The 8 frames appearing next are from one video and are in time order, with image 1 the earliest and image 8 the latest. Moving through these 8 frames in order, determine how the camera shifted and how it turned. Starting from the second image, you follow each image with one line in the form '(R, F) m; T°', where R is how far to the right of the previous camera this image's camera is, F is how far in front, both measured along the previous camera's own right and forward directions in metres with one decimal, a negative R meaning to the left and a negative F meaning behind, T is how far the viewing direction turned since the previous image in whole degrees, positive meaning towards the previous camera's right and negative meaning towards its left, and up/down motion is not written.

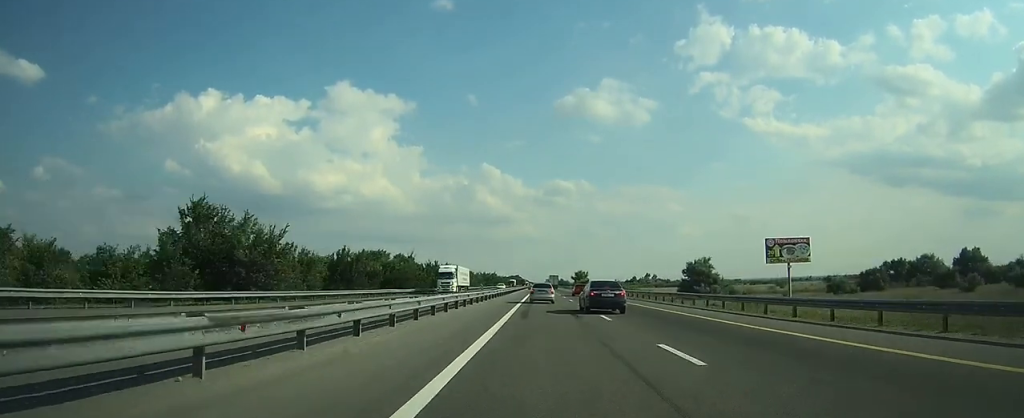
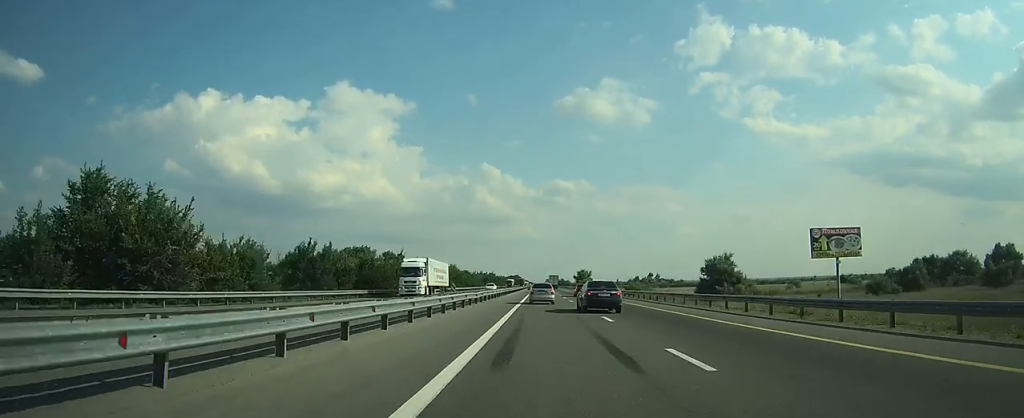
(0.0, +12.8) m; 0°
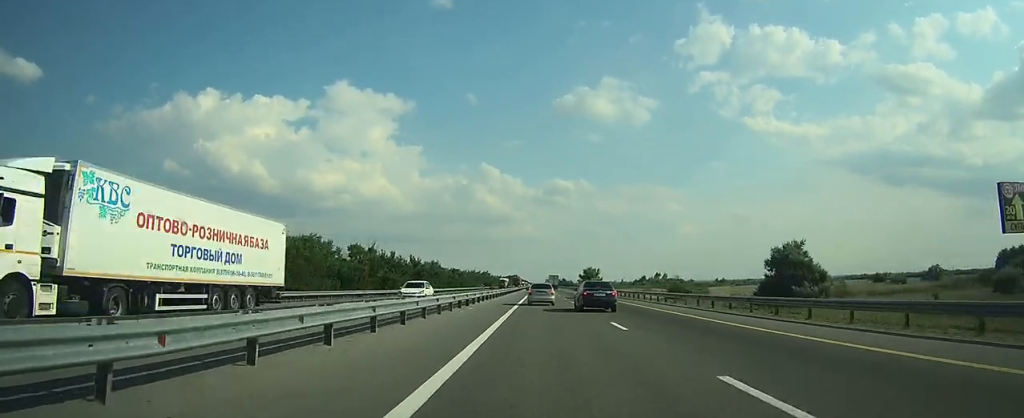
(0.0, +28.3) m; 0°
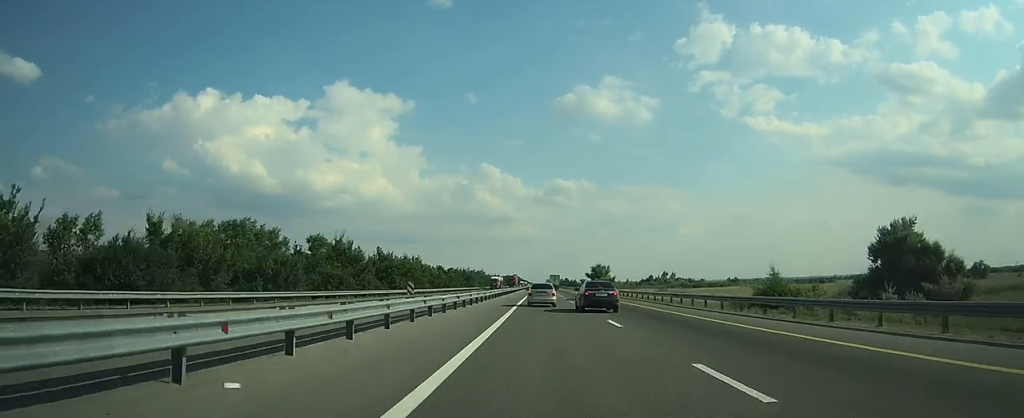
(0.0, +23.3) m; 0°
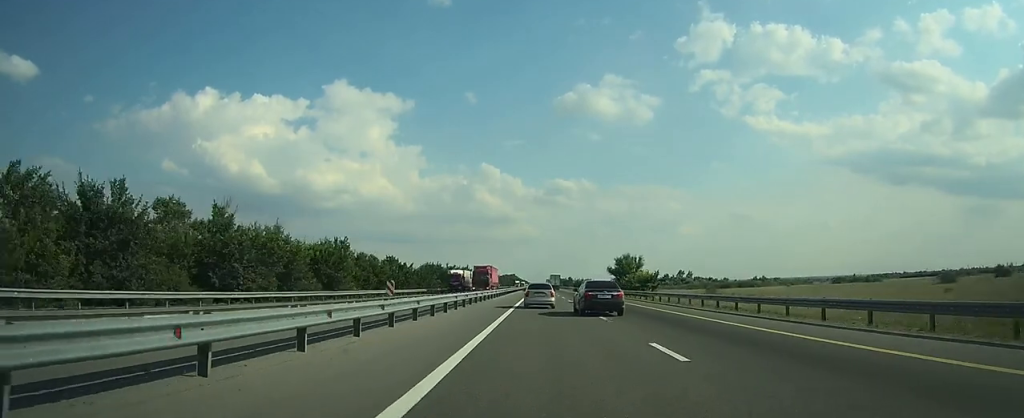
(0.0, +45.8) m; 0°
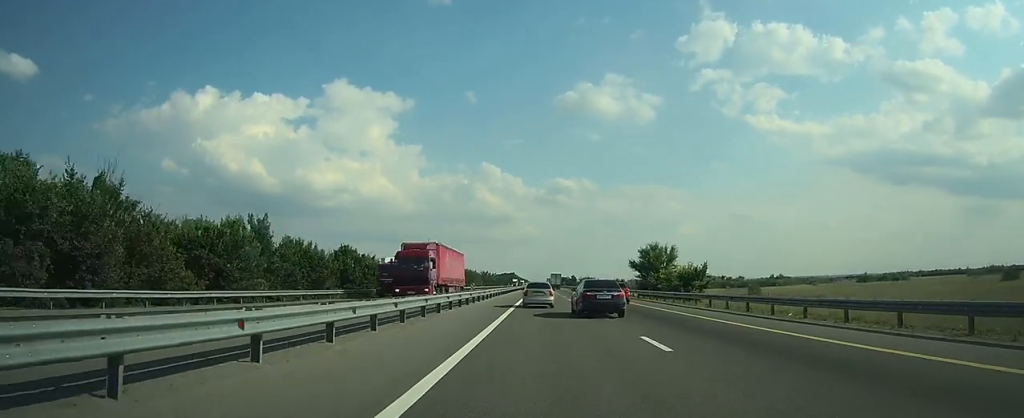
(0.0, +23.2) m; 0°
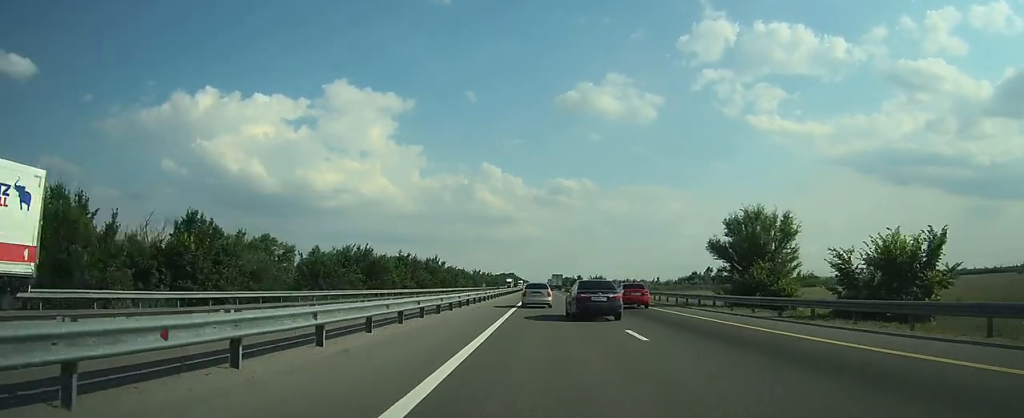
(0.0, +34.4) m; 0°
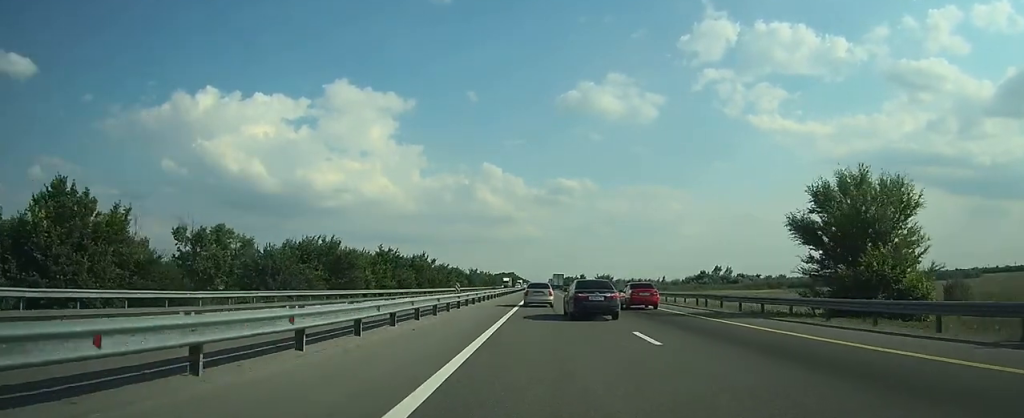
(+0.1, +13.2) m; 0°
